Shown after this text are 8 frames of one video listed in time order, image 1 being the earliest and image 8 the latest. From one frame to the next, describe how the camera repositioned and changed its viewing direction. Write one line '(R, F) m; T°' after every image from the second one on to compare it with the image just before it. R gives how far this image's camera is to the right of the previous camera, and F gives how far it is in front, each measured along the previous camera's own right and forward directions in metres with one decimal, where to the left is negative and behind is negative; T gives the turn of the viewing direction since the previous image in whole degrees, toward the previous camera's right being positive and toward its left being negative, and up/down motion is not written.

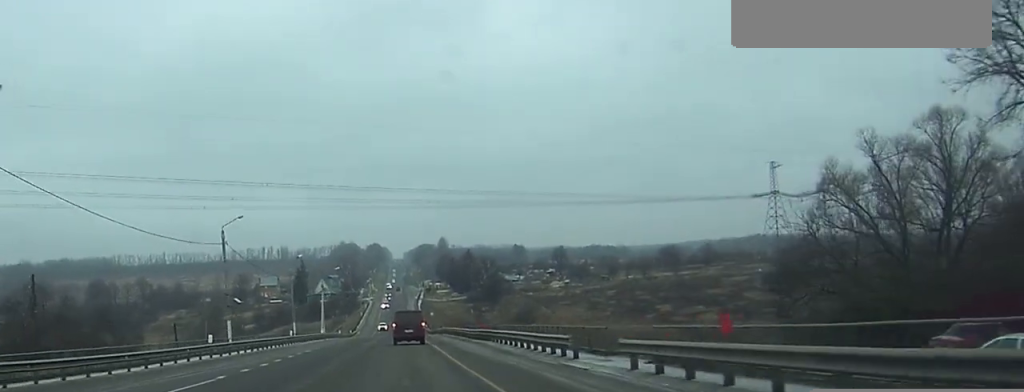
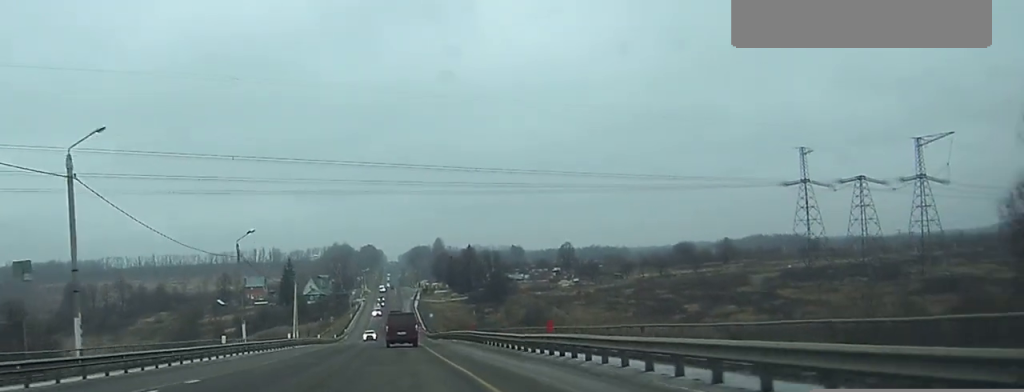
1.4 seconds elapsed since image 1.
(0.0, +27.0) m; 0°
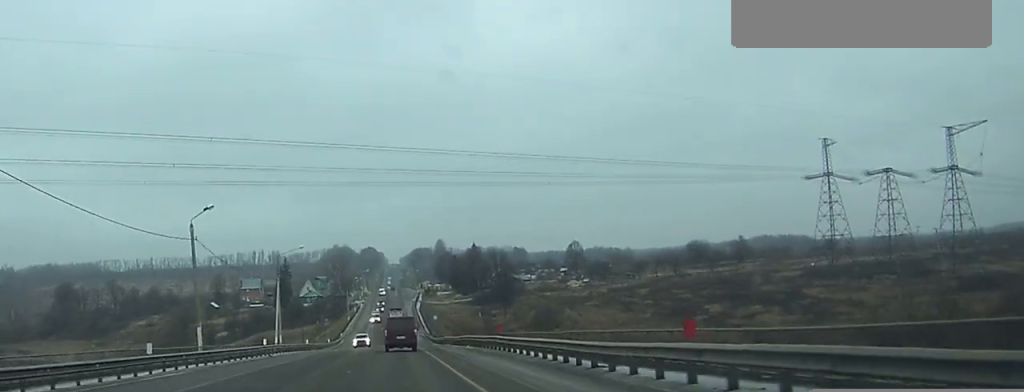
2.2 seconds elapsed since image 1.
(0.0, +14.8) m; 0°
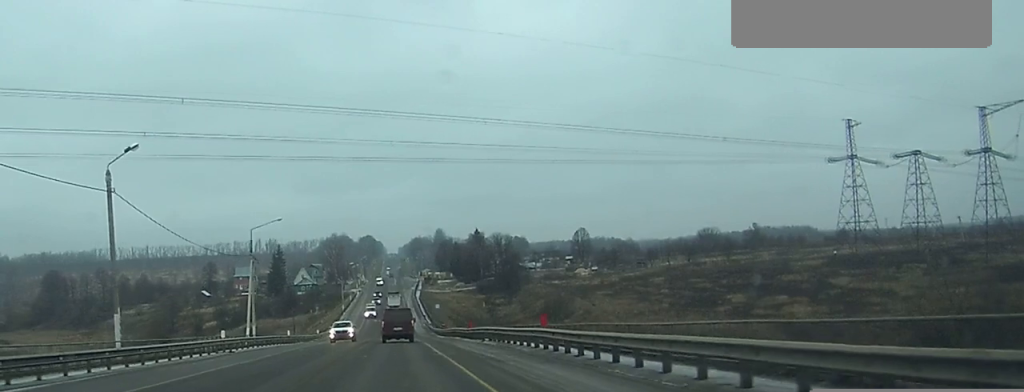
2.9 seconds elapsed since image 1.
(0.0, +14.8) m; 0°
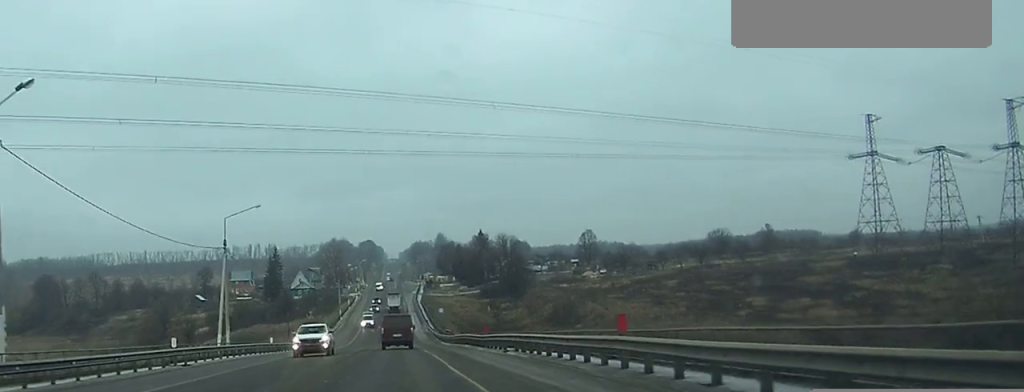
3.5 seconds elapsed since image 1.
(0.0, +10.9) m; 0°
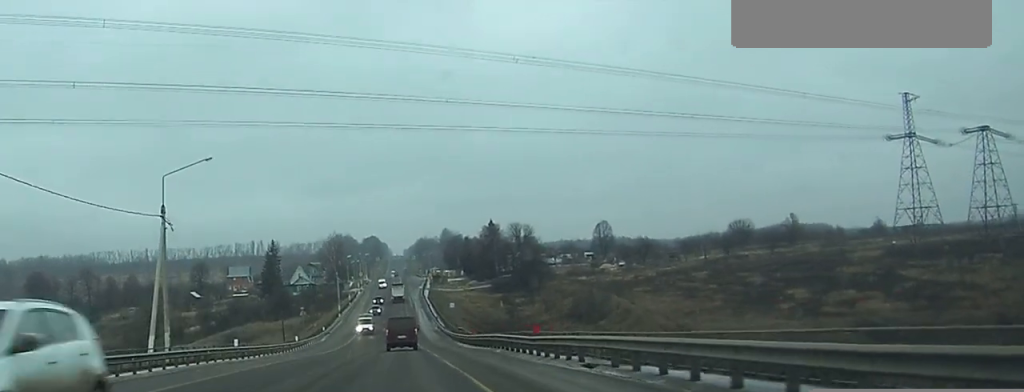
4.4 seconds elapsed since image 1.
(0.0, +16.8) m; 0°
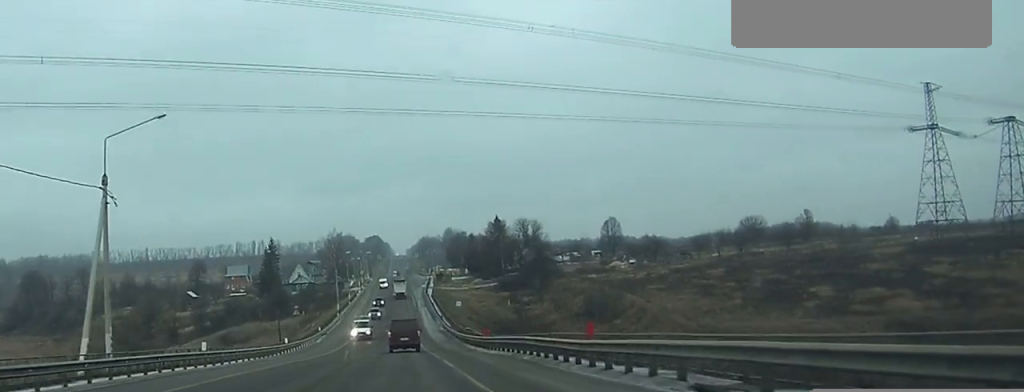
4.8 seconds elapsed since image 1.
(0.0, +9.1) m; 0°
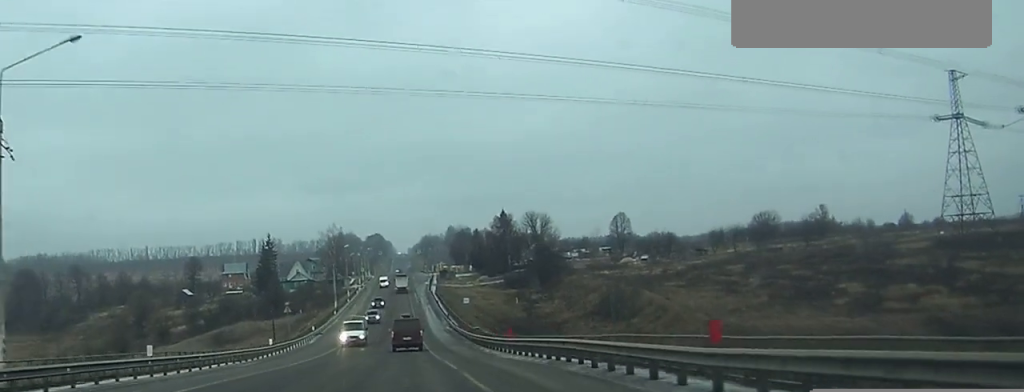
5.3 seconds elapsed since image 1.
(0.0, +9.8) m; 0°
